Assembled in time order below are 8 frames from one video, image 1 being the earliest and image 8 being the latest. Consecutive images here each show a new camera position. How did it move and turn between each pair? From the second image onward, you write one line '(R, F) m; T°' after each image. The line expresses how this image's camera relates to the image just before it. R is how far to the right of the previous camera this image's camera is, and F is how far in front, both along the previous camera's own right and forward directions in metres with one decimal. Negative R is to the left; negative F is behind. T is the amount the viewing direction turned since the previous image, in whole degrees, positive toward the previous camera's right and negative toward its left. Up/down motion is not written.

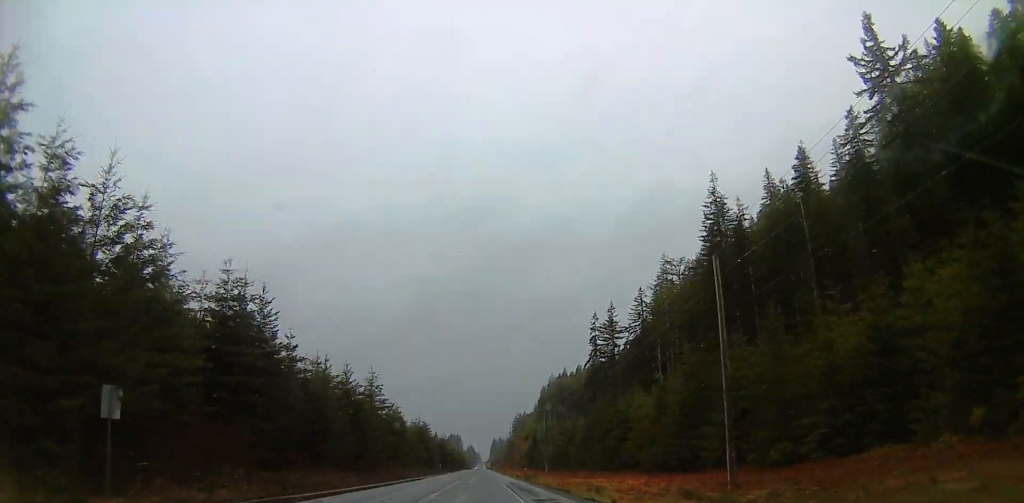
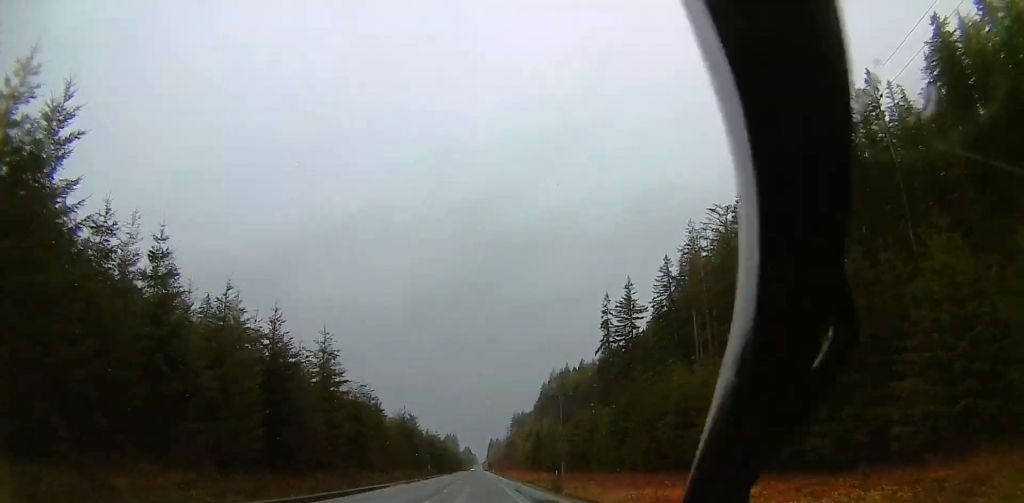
(+0.2, +31.6) m; +1°
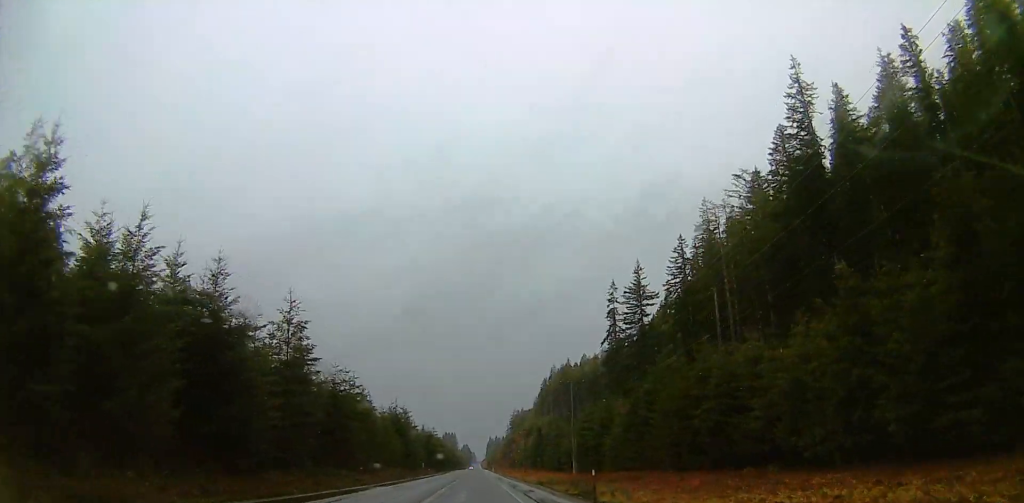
(+0.1, +13.3) m; 0°
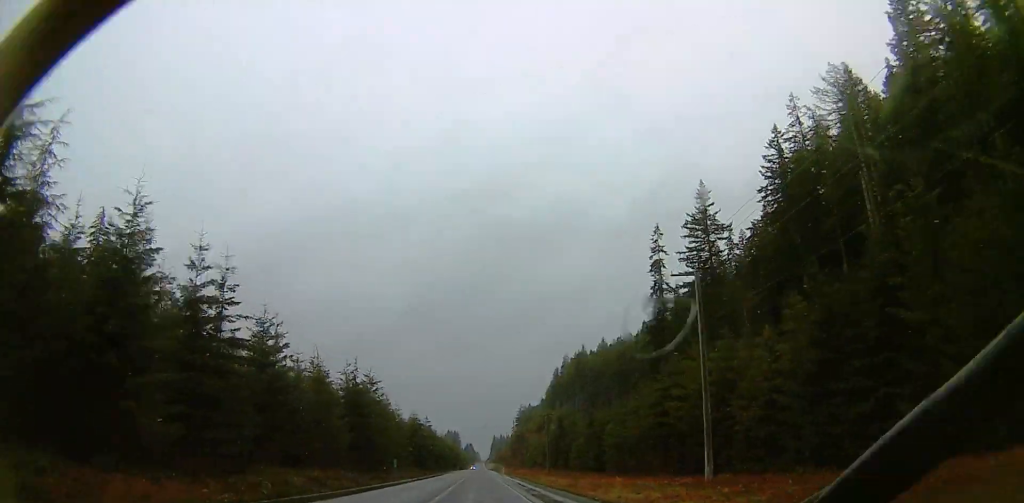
(-0.8, +46.7) m; 0°
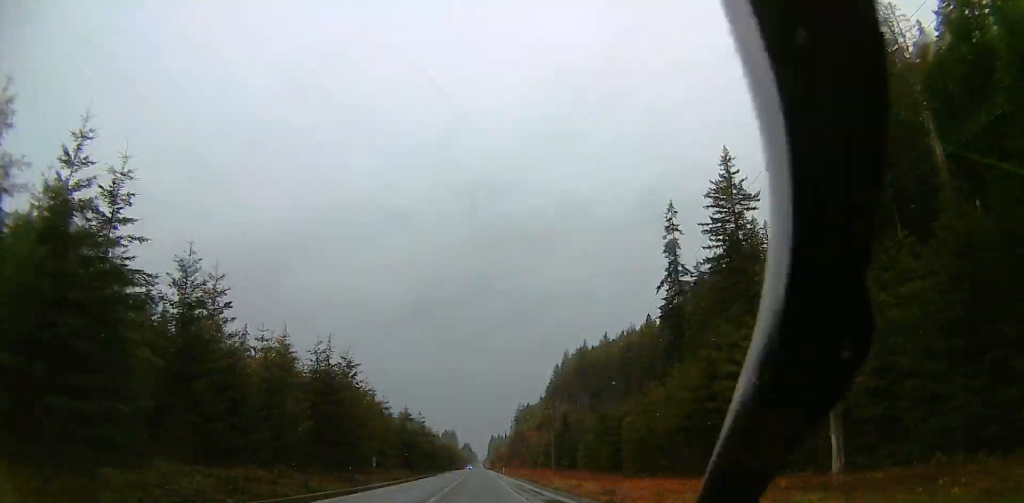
(+0.5, +12.2) m; +1°
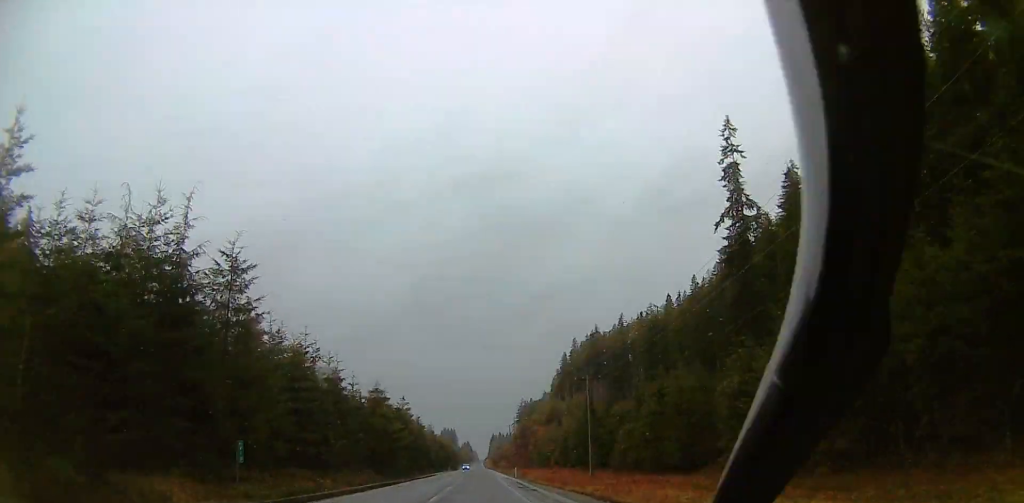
(0.0, +33.0) m; -2°
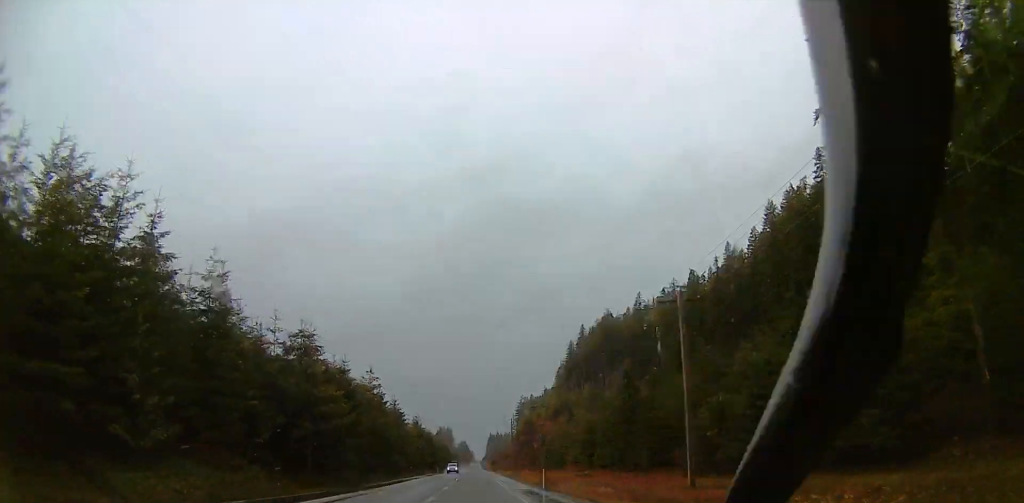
(-0.5, +39.3) m; 0°
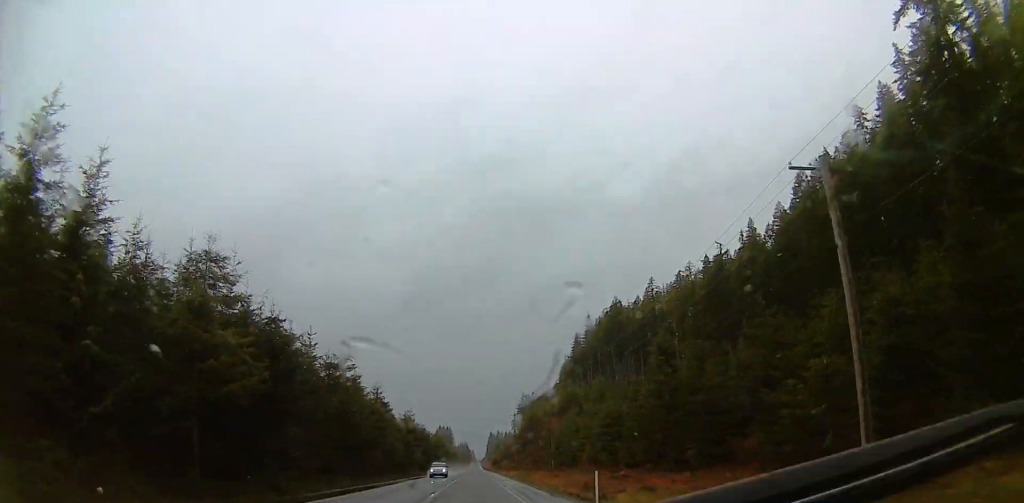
(+0.2, +20.7) m; +1°
